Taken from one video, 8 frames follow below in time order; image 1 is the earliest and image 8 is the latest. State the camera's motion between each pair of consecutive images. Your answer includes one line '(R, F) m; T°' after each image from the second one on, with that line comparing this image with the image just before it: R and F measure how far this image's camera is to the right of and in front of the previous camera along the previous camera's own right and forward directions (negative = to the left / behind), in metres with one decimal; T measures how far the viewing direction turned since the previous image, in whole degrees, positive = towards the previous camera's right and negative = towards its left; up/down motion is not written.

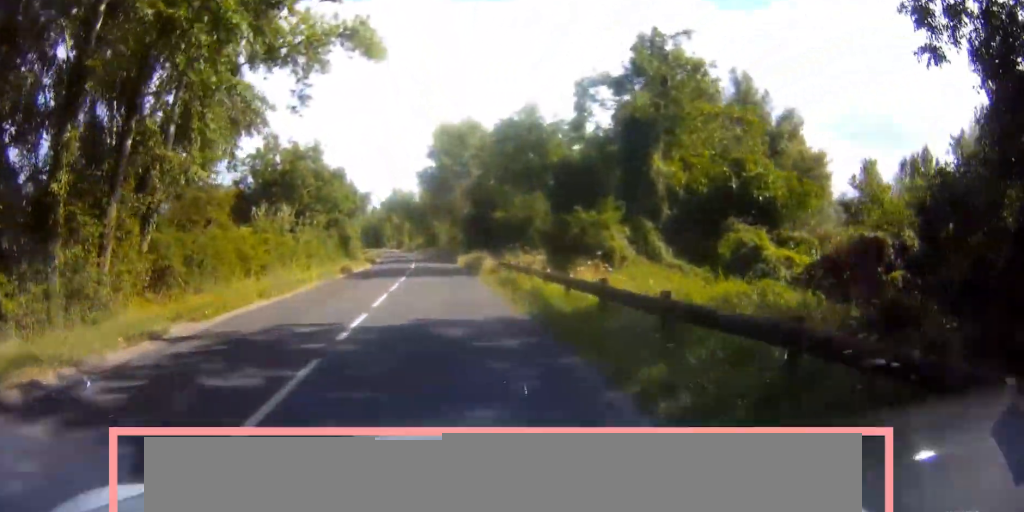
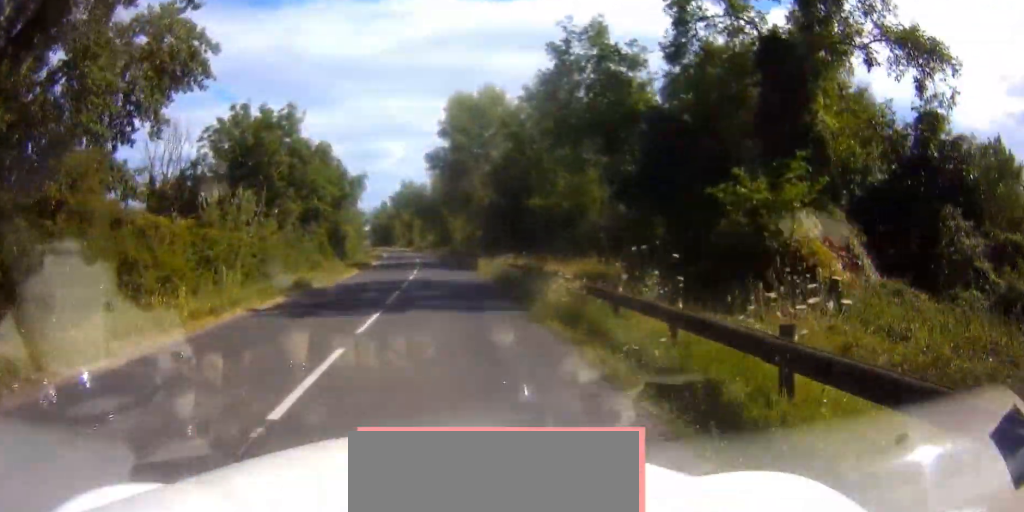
(-0.2, +11.9) m; -1°
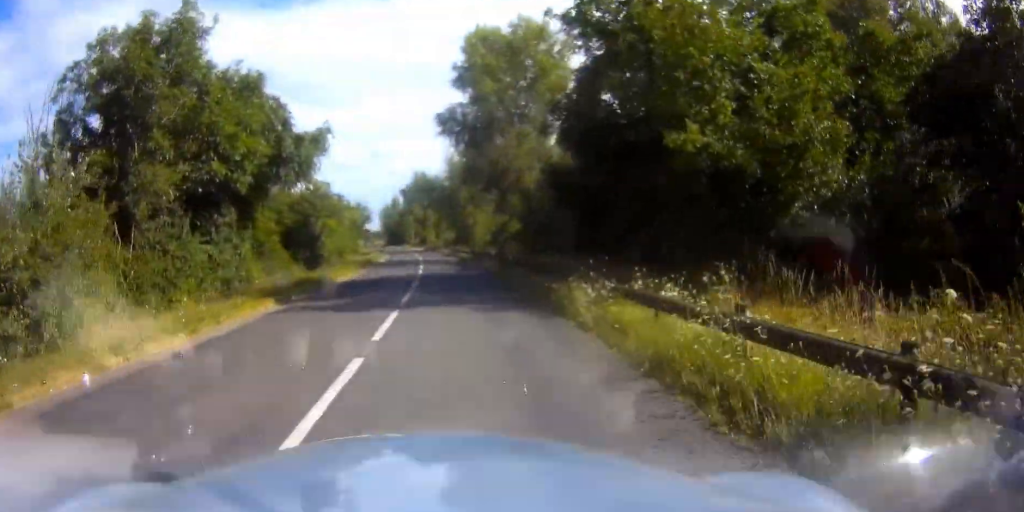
(+0.1, +17.9) m; 0°
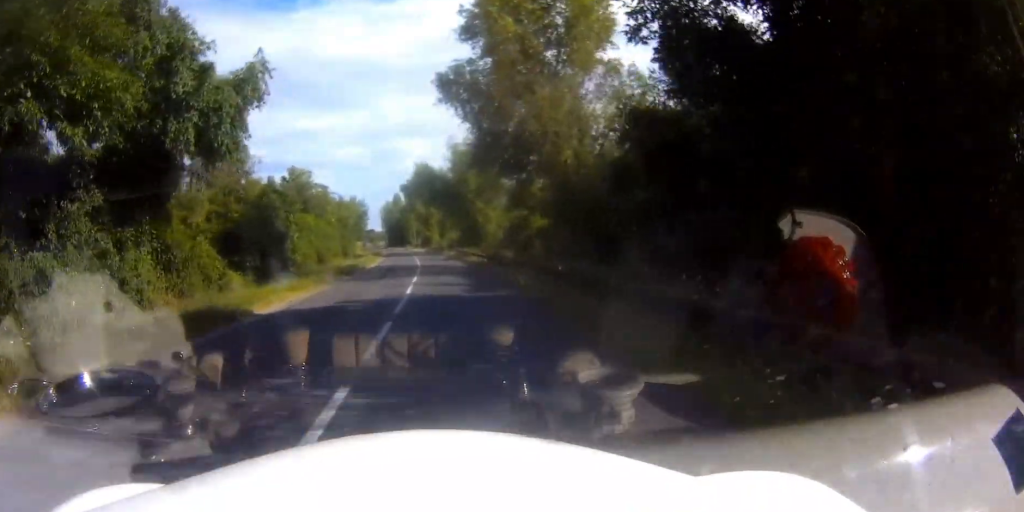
(-0.1, +10.1) m; -1°
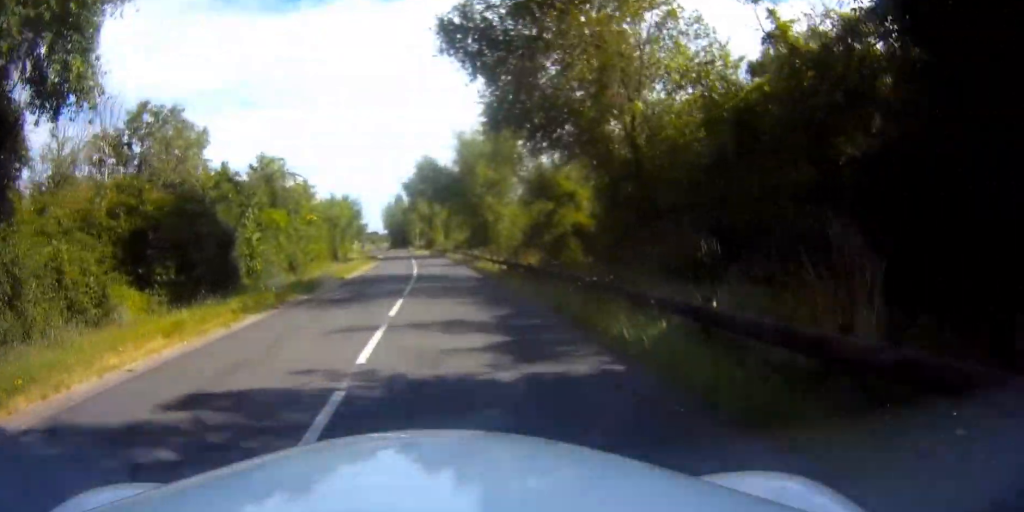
(0.0, +8.8) m; -1°
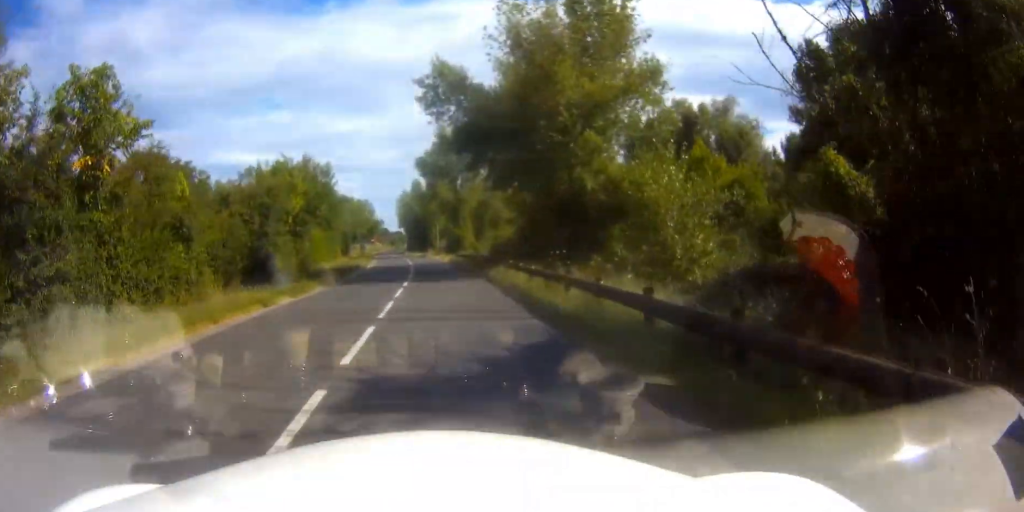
(-0.8, +31.0) m; -3°
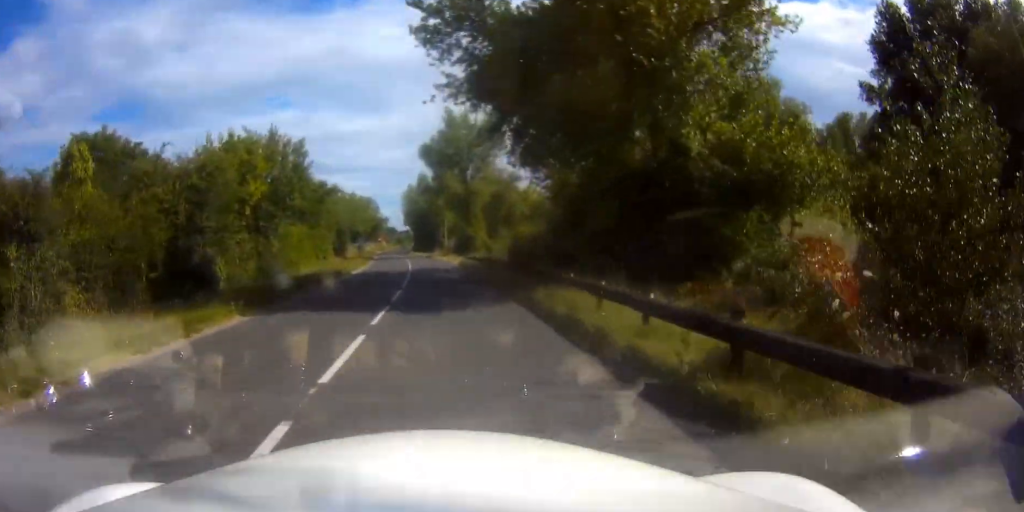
(-0.1, +9.8) m; -1°
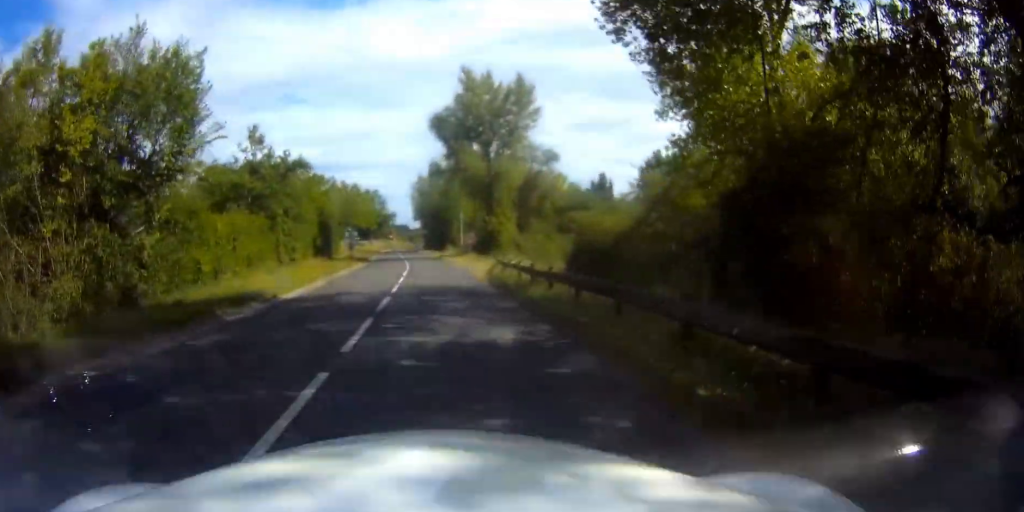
(0.0, +16.1) m; -1°
